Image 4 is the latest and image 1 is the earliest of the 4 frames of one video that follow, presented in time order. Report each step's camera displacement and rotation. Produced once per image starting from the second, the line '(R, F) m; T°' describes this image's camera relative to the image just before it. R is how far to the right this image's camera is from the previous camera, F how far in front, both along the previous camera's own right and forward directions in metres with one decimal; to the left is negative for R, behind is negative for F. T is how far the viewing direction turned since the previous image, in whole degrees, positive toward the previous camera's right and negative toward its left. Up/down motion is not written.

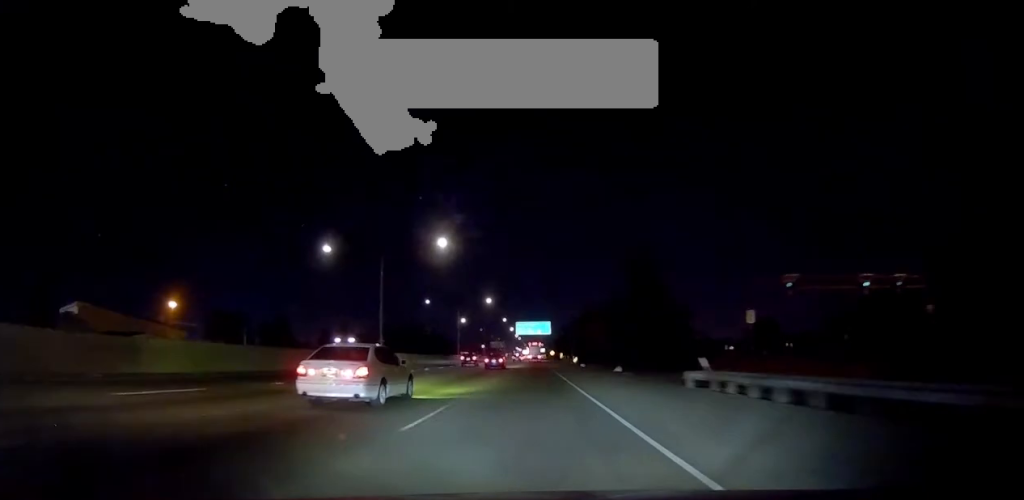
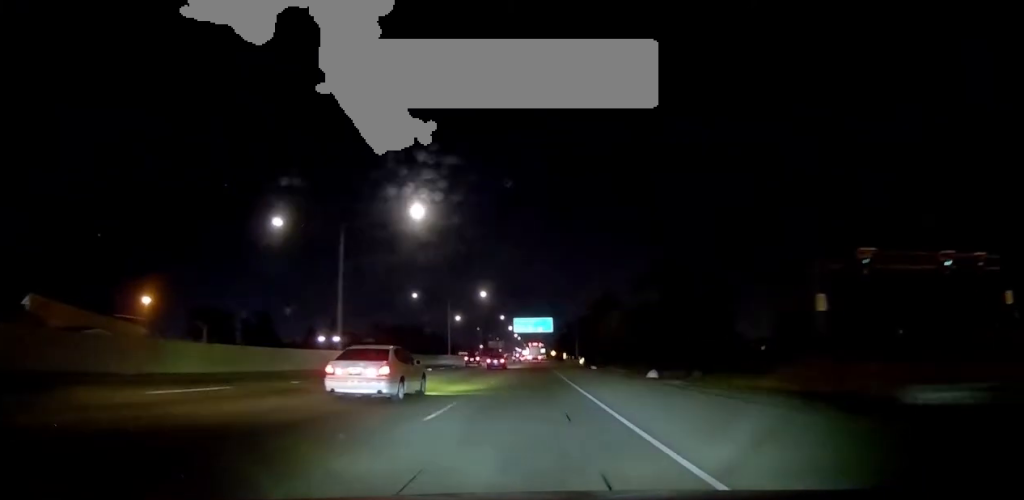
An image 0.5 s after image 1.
(0.0, +13.1) m; -1°
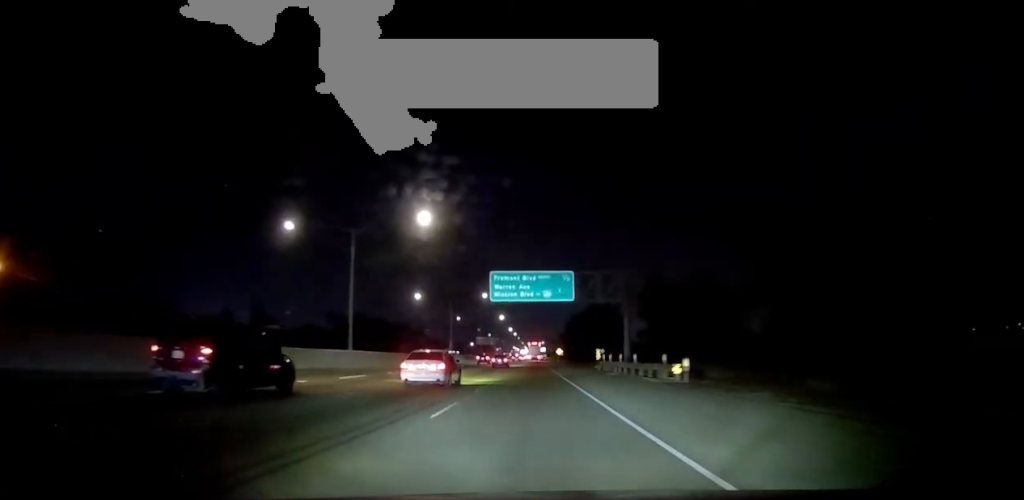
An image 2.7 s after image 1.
(-0.6, +58.4) m; 0°
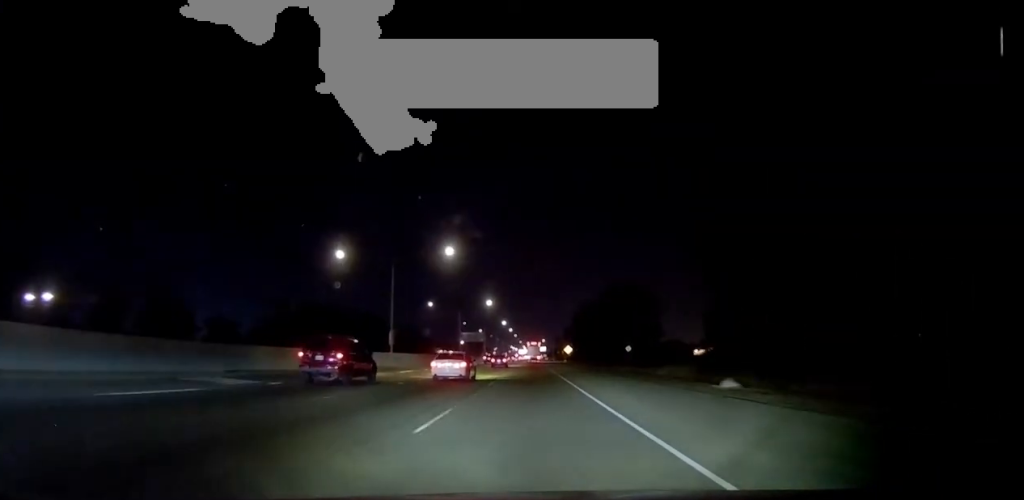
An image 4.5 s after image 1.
(+0.4, +45.7) m; +1°
